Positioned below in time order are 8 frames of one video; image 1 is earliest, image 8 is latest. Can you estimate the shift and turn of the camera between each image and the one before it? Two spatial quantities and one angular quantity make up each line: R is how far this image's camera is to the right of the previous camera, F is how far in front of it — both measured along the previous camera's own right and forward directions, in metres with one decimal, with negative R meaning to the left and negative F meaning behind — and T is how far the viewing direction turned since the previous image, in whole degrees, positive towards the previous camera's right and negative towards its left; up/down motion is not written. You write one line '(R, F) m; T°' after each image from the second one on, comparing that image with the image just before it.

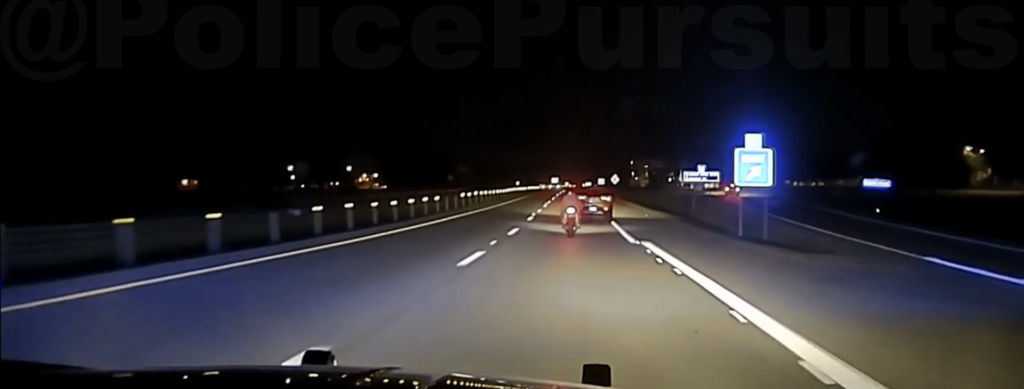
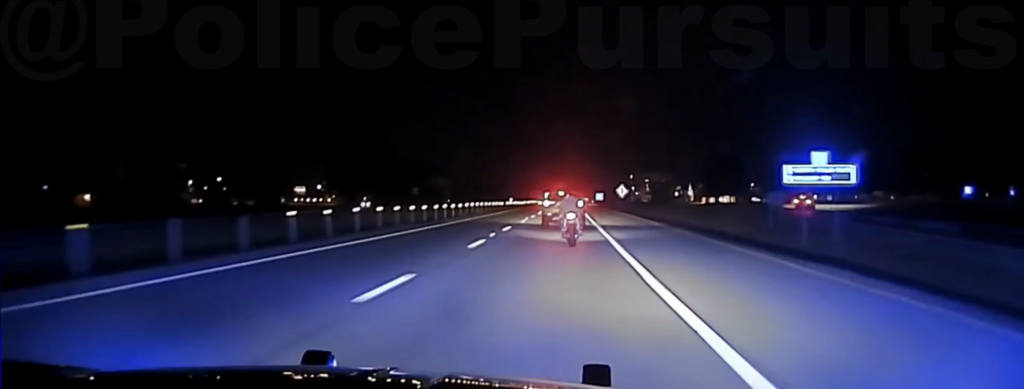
(0.0, +38.7) m; 0°
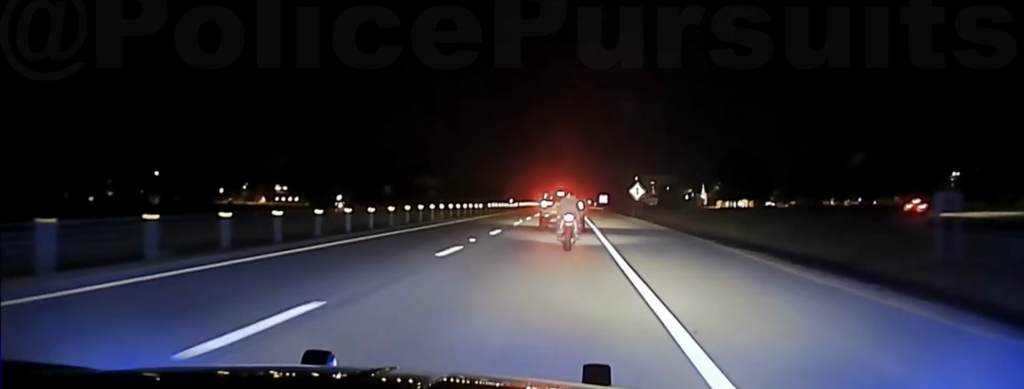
(-0.1, +25.8) m; 0°
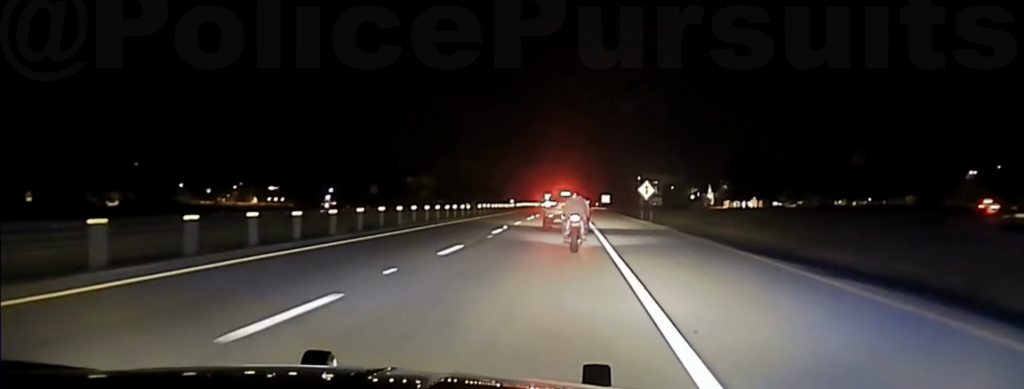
(-0.1, +10.2) m; 0°
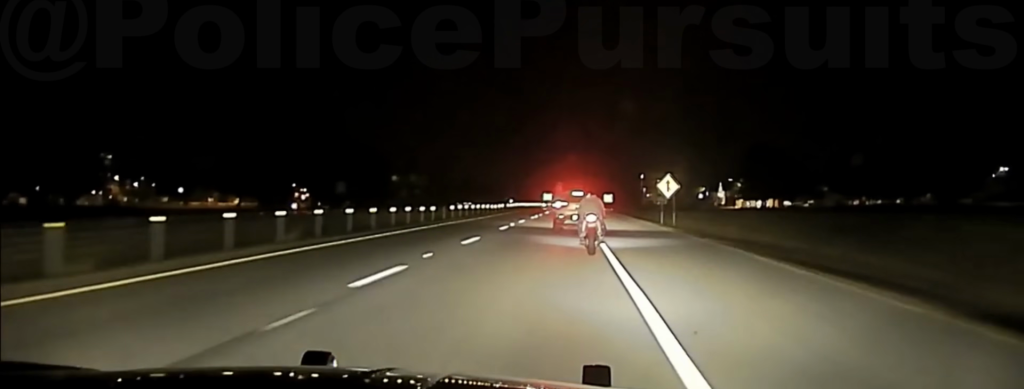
(+0.2, +20.0) m; 0°
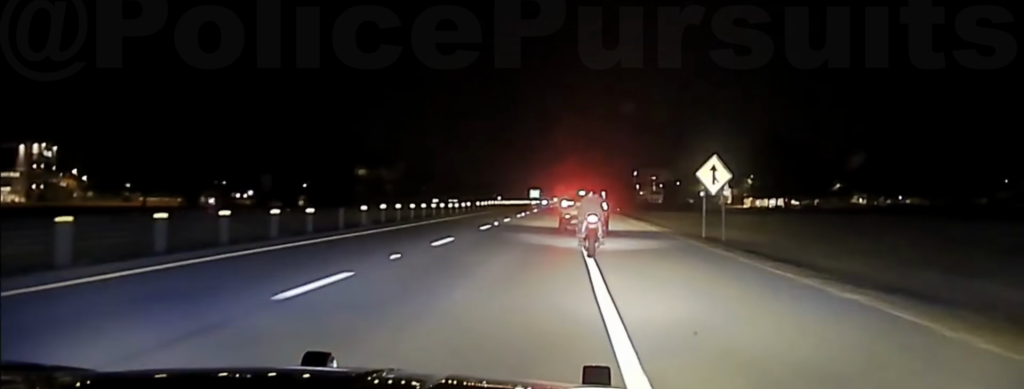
(-0.1, +29.6) m; -1°
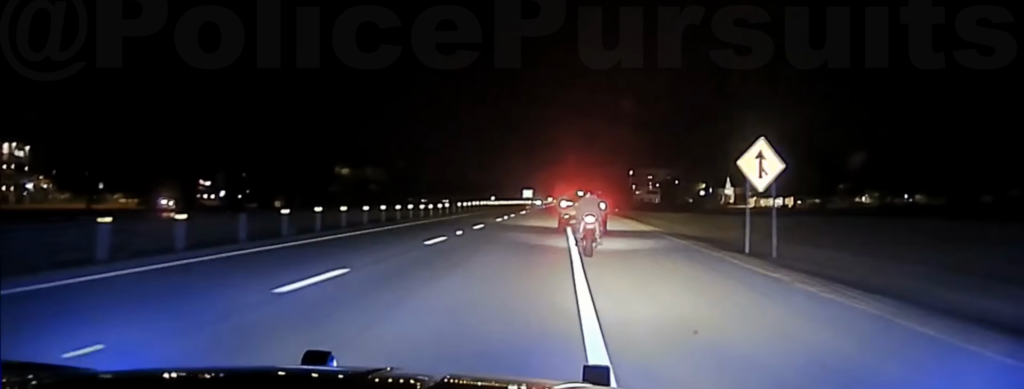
(-0.1, +12.6) m; 0°
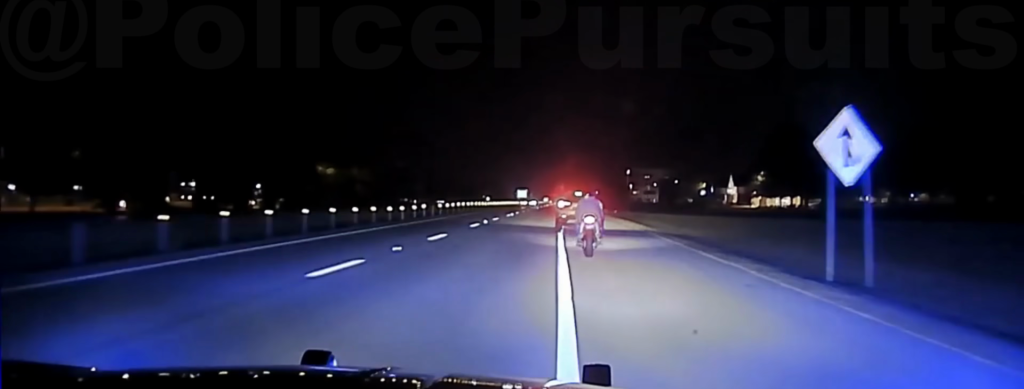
(0.0, +10.6) m; 0°
